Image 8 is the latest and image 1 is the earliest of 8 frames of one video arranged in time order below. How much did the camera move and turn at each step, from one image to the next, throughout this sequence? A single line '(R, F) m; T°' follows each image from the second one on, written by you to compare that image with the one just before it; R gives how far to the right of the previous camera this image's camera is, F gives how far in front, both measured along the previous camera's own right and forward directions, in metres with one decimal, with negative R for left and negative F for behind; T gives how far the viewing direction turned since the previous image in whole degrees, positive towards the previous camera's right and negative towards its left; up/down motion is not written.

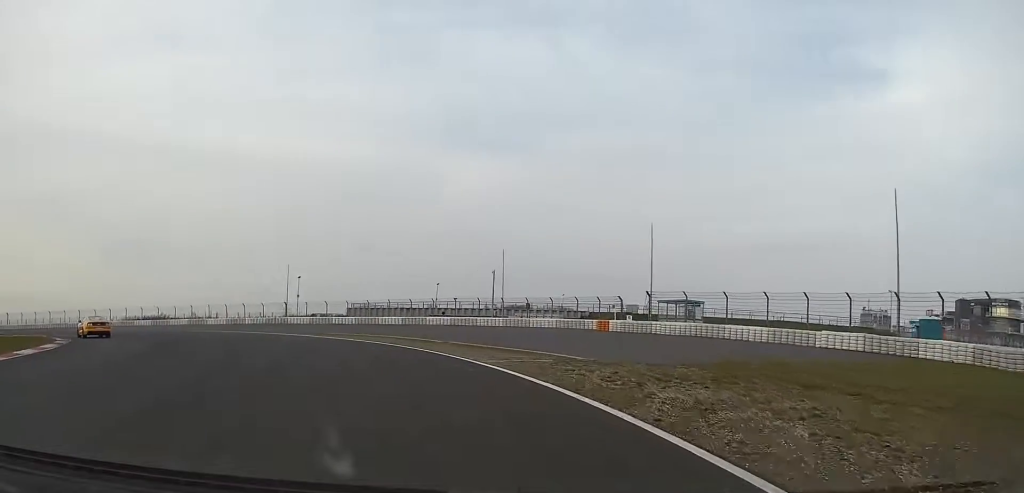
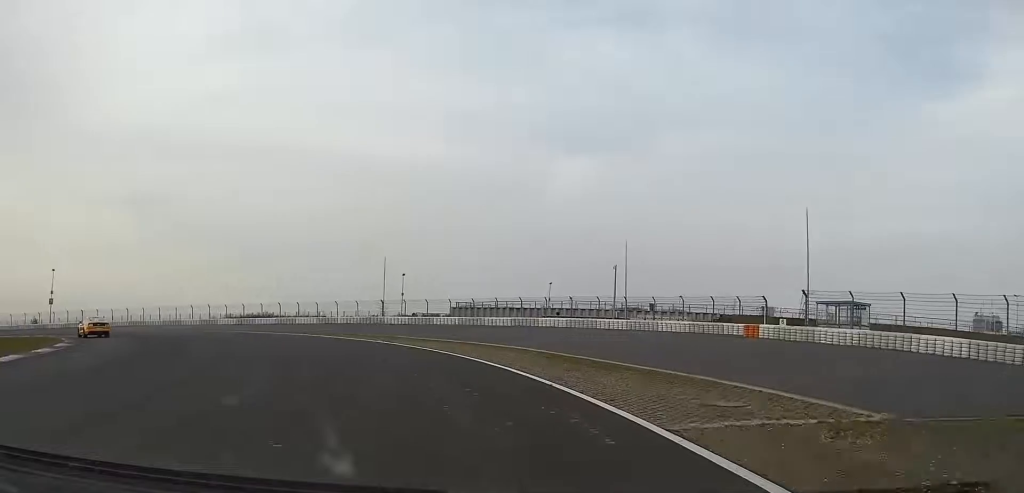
(-0.4, +10.1) m; -8°
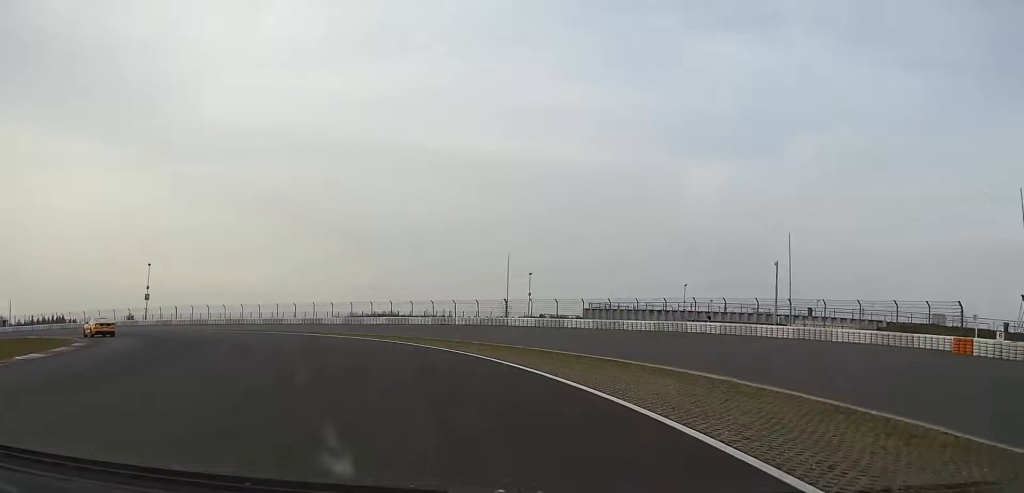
(-1.3, +11.0) m; -11°
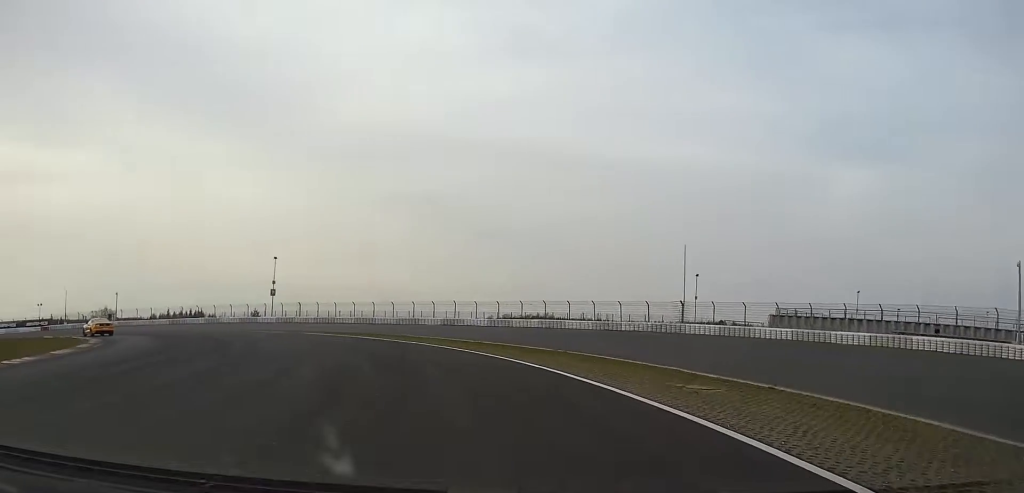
(-1.9, +14.1) m; -15°
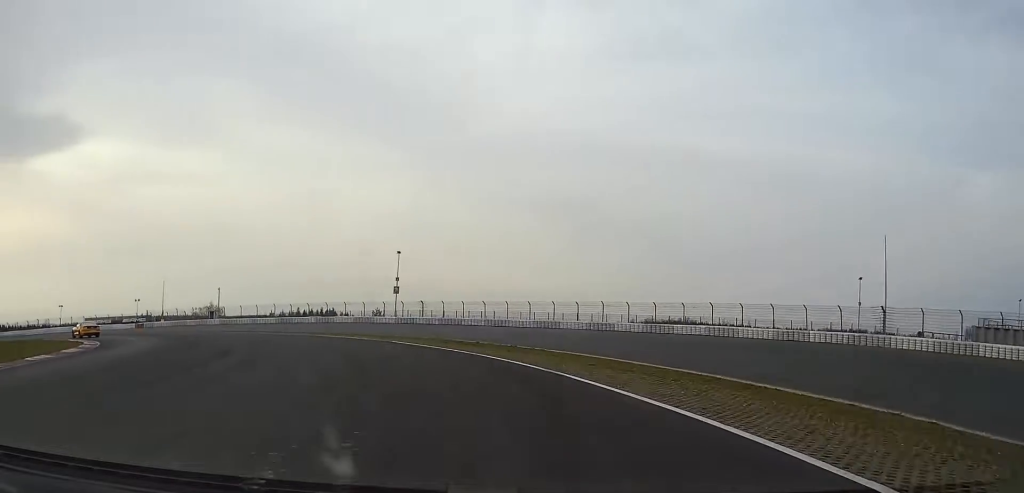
(-1.9, +14.0) m; -14°
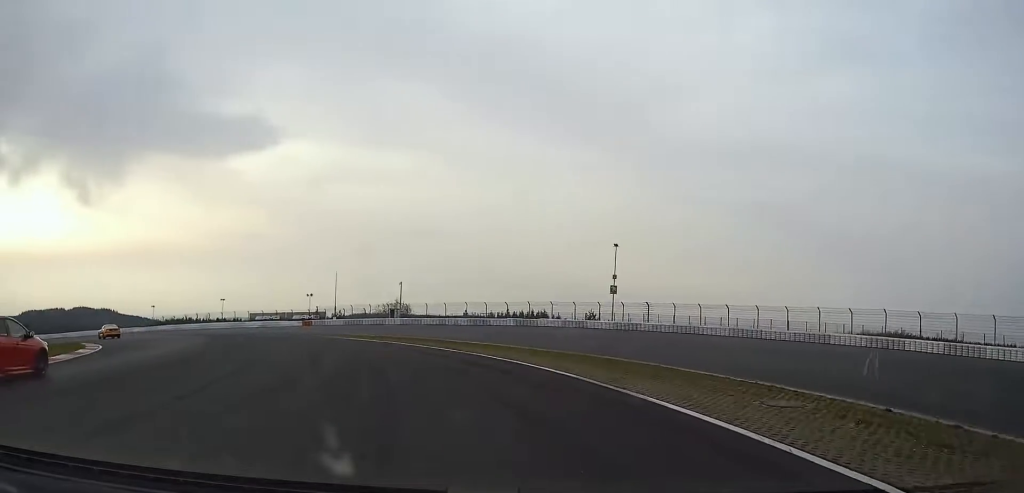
(-2.7, +20.4) m; -15°
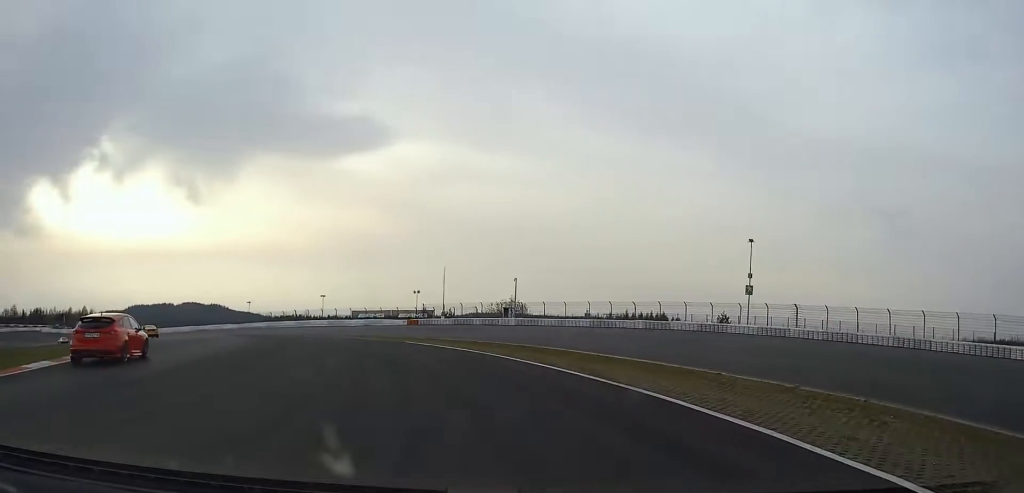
(-0.9, +11.3) m; -8°
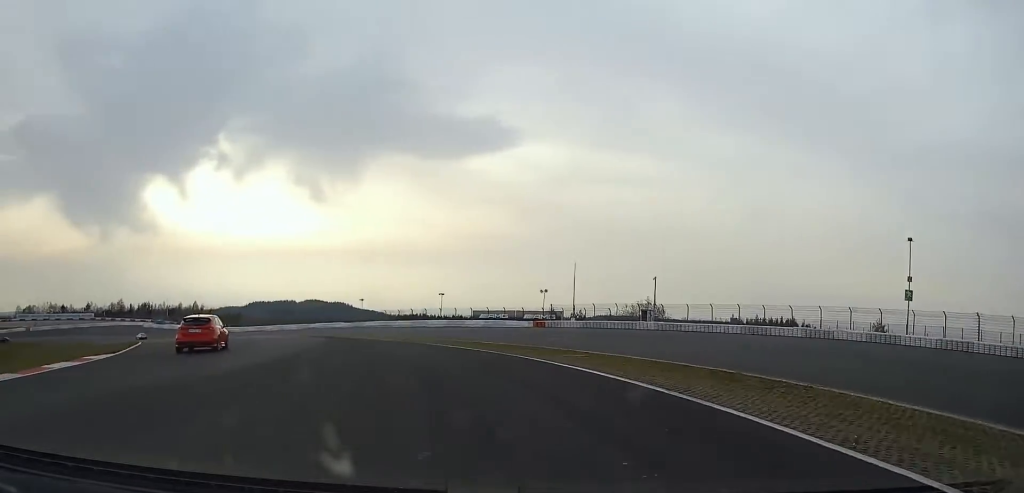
(-0.6, +12.0) m; -9°
